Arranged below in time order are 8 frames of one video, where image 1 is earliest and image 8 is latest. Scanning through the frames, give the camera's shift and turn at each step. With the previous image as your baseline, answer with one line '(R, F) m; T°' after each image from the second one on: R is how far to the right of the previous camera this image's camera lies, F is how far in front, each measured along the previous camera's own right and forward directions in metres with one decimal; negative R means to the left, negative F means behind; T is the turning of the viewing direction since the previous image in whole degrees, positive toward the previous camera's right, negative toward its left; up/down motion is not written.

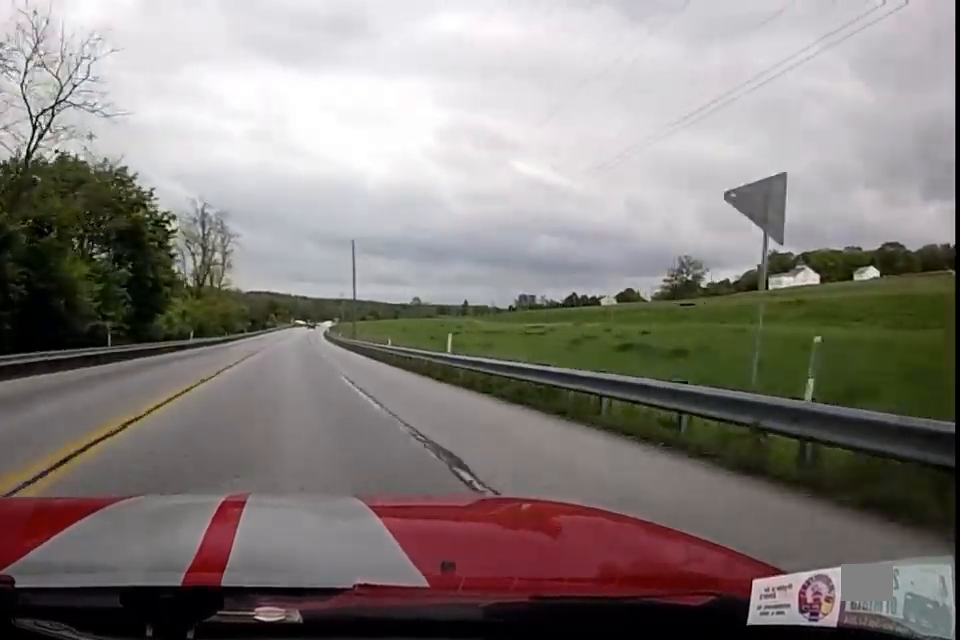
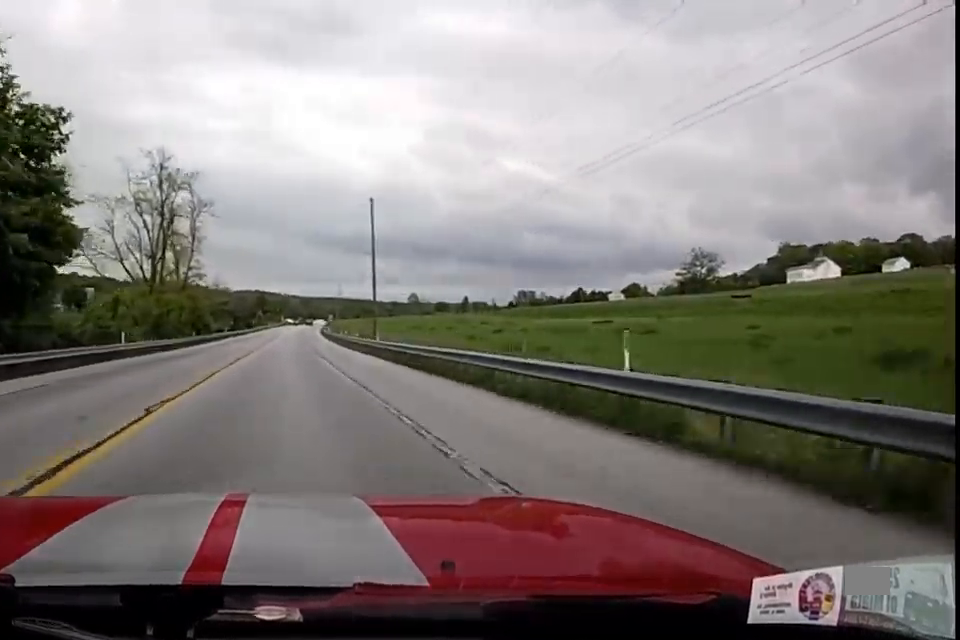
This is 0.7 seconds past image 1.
(+0.4, +19.9) m; +1°
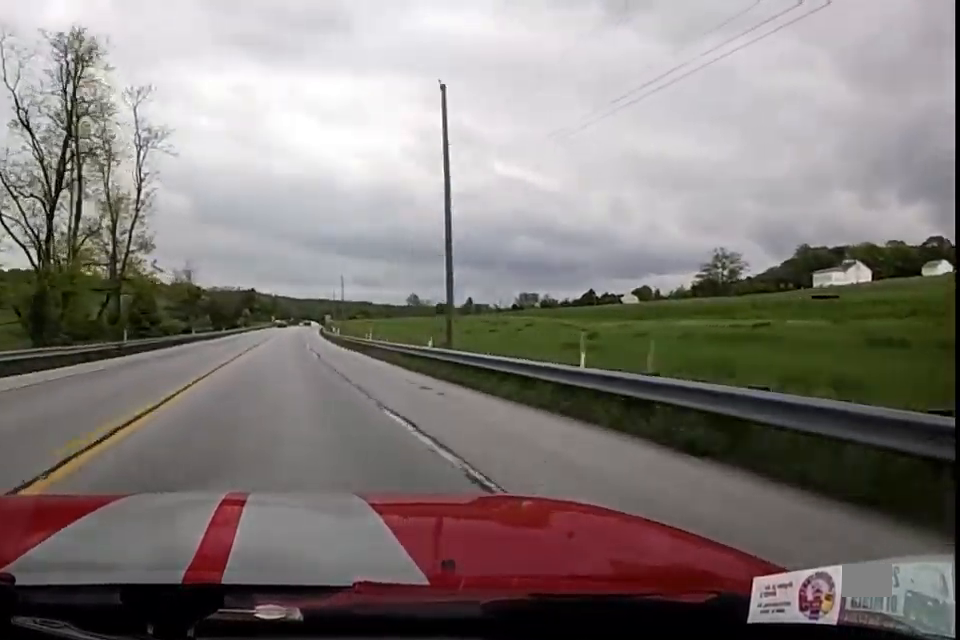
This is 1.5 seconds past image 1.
(0.0, +21.9) m; +1°
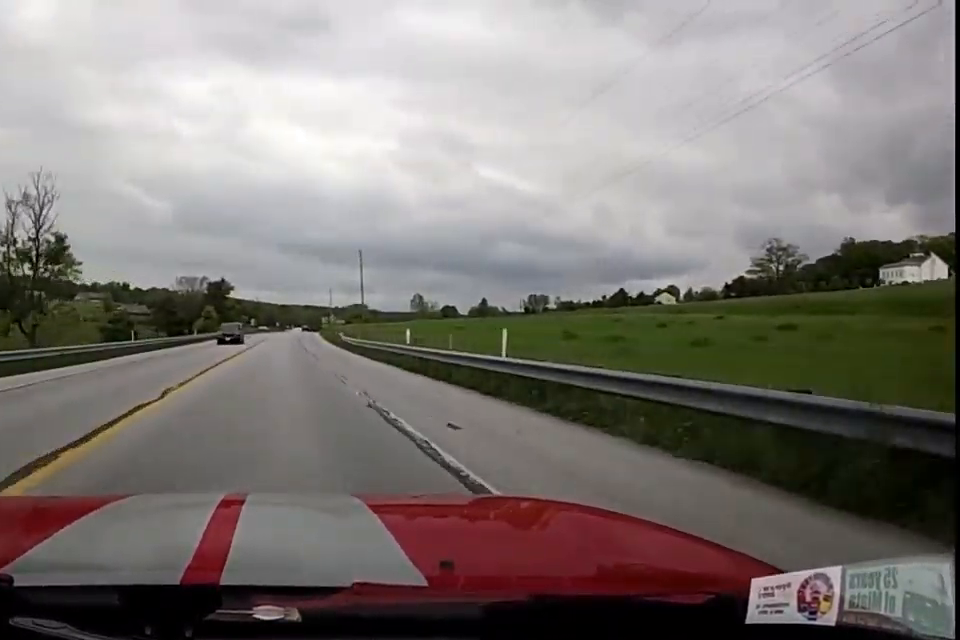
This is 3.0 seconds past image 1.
(+0.8, +43.2) m; +2°
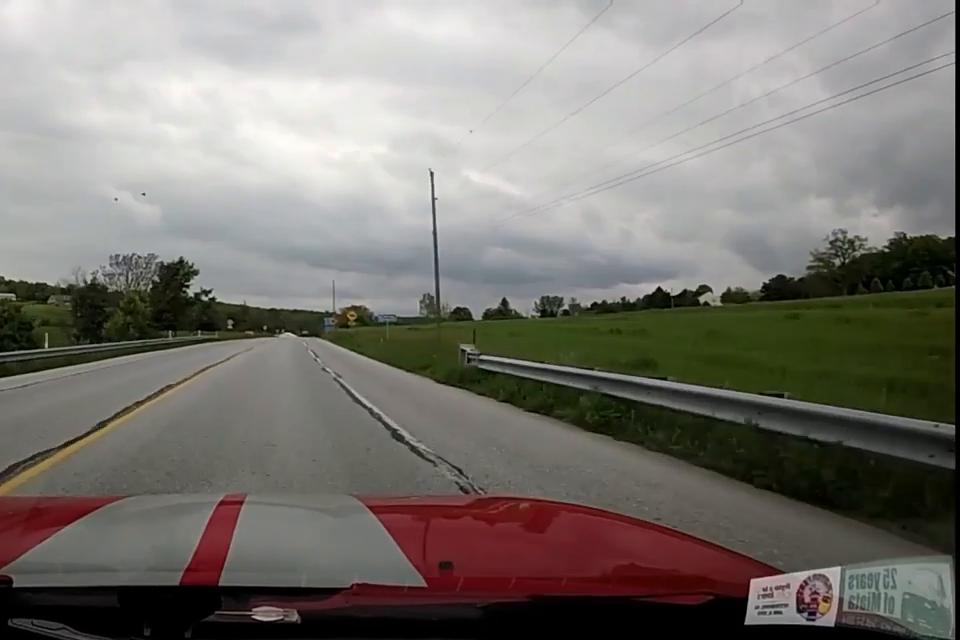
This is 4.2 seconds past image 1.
(+0.3, +36.1) m; +2°
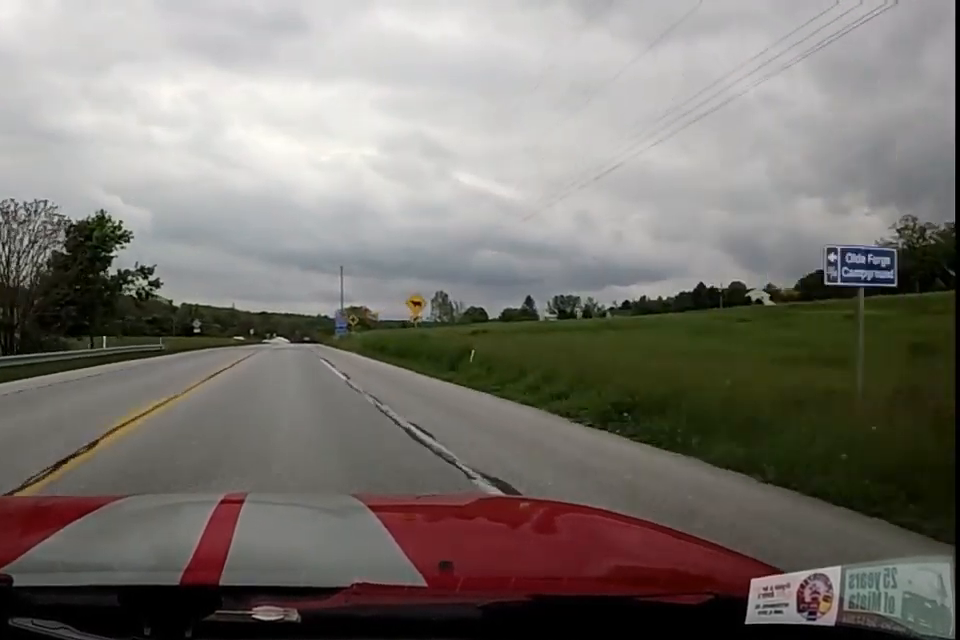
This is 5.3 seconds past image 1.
(+0.8, +29.8) m; +2°
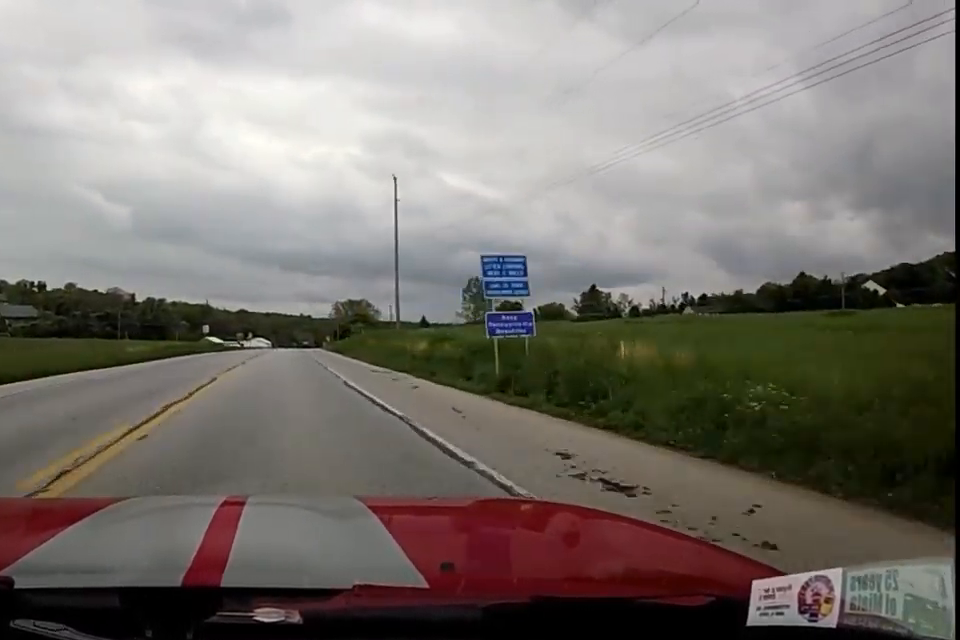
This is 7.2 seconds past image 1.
(-0.4, +51.7) m; -1°
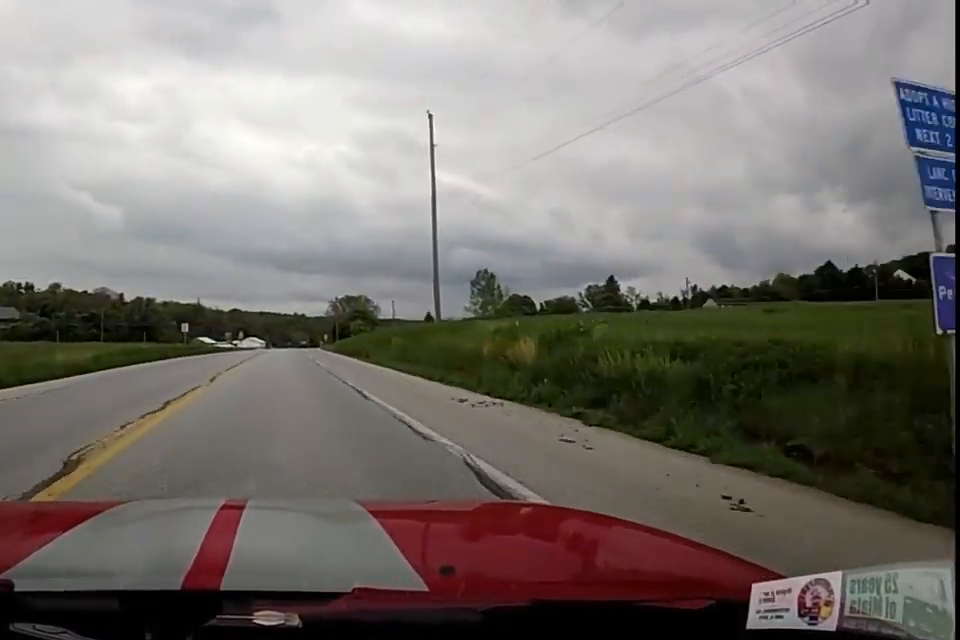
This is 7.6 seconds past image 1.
(-0.4, +11.0) m; 0°
